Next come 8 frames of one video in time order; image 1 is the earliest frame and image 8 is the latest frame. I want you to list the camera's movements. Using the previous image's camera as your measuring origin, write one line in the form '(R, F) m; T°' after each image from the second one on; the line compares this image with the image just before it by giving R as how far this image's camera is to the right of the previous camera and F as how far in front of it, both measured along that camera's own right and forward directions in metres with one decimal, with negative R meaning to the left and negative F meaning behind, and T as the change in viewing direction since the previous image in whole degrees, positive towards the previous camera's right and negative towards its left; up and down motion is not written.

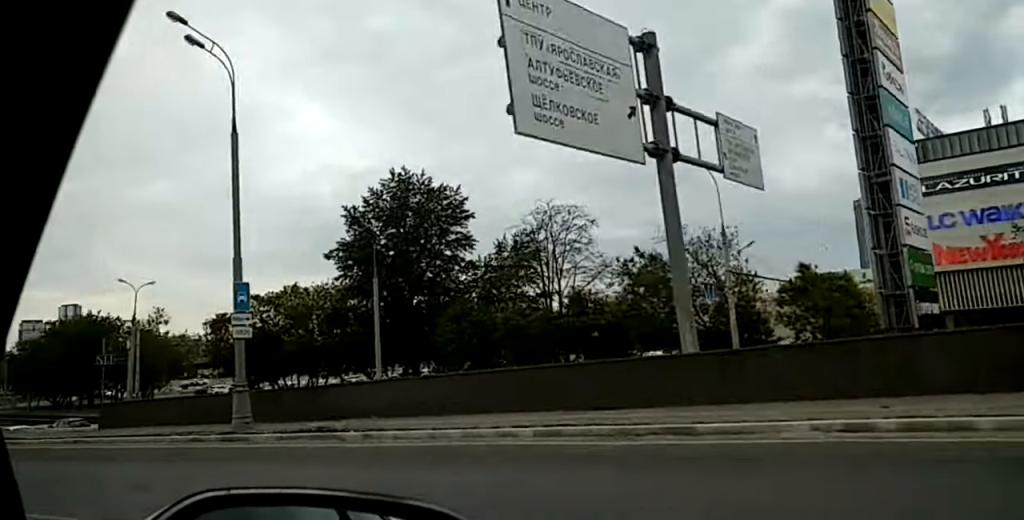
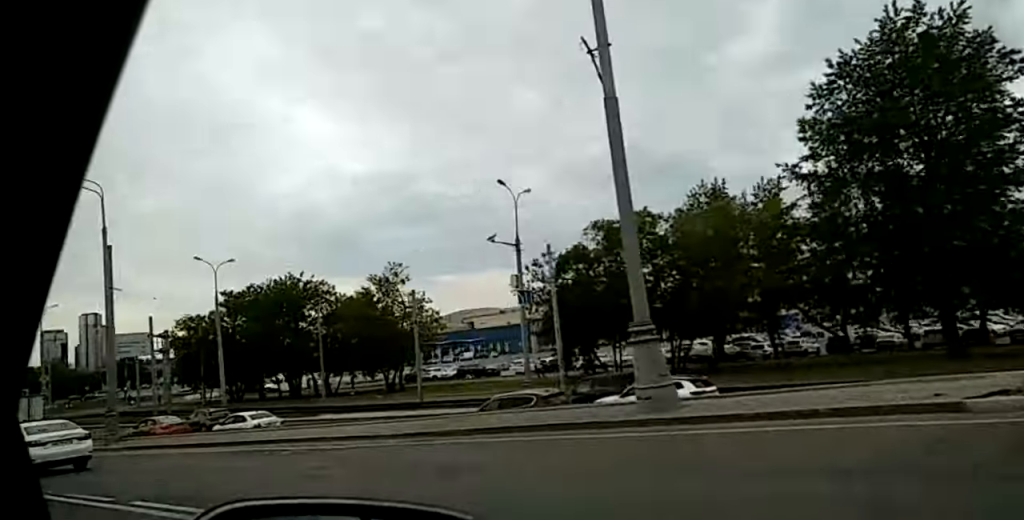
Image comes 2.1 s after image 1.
(-0.9, +40.2) m; 0°
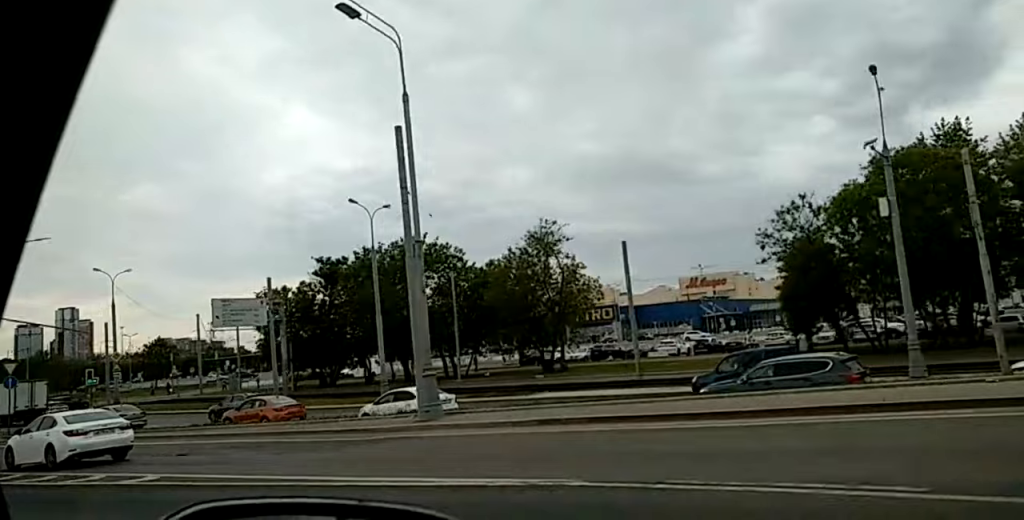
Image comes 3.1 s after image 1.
(+0.4, +19.3) m; +2°
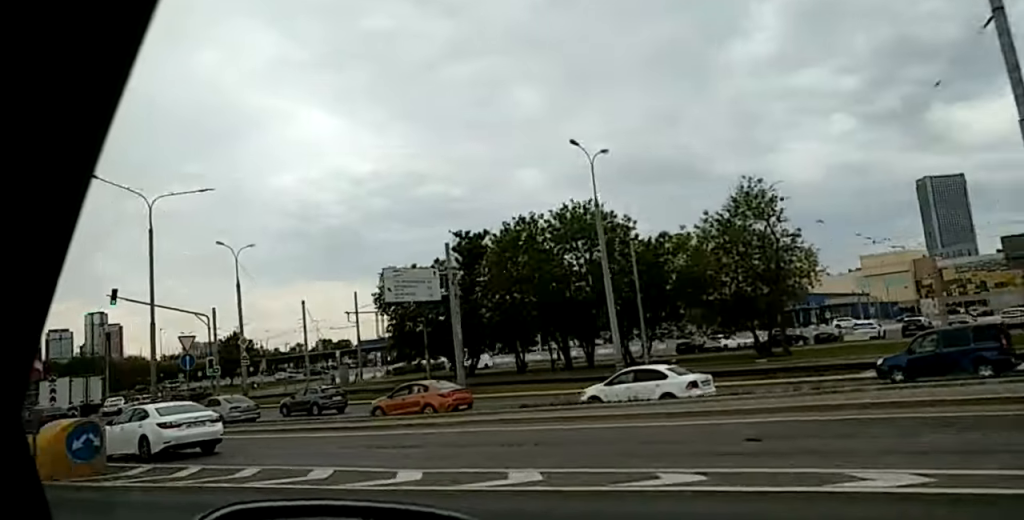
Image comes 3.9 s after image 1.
(+0.2, +15.5) m; 0°
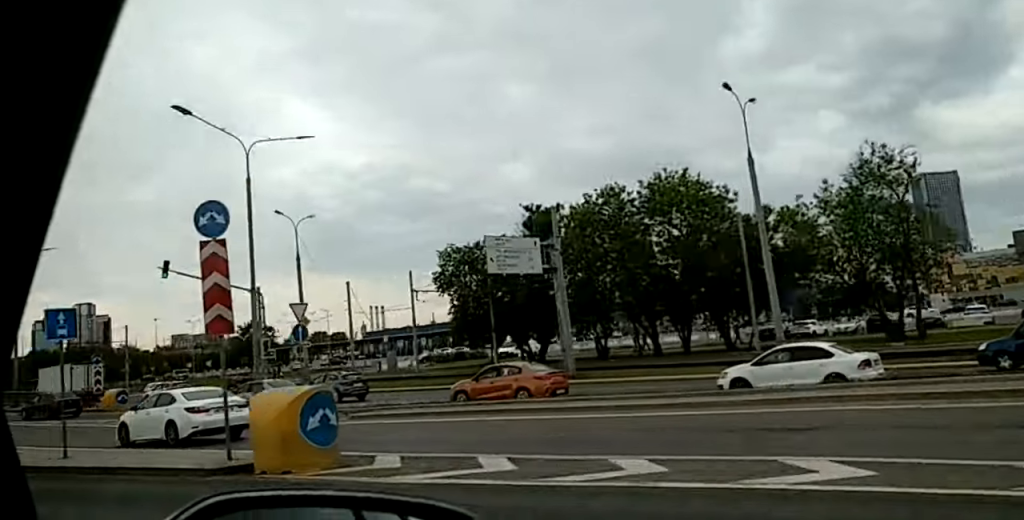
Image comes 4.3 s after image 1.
(+0.2, +8.5) m; 0°
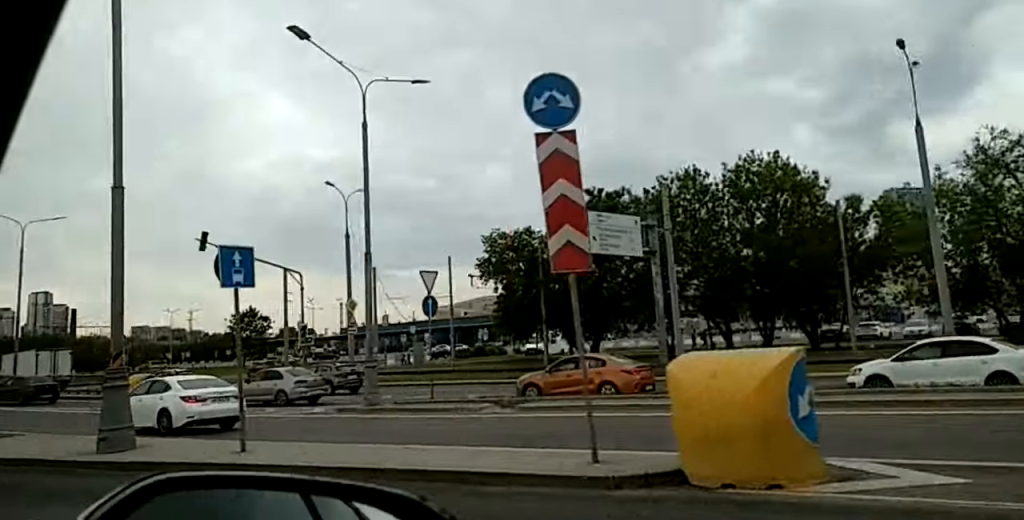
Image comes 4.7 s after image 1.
(-0.1, +7.8) m; -1°
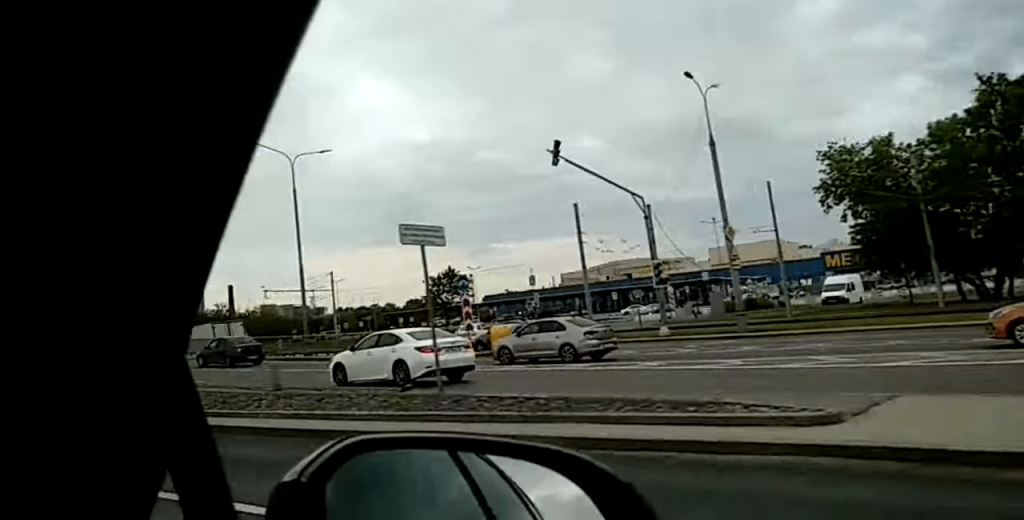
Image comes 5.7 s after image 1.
(-0.4, +18.7) m; -1°
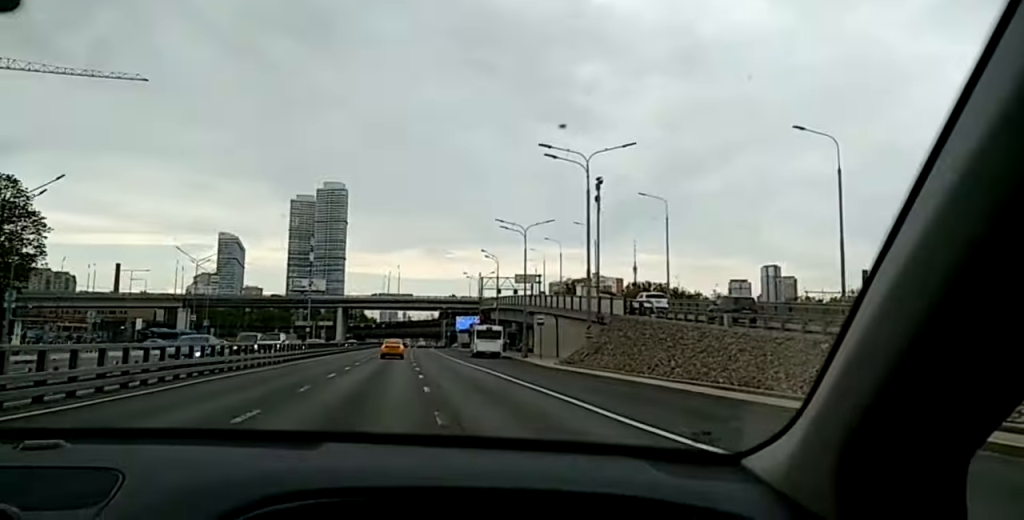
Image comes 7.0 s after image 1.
(0.0, +26.5) m; +1°
